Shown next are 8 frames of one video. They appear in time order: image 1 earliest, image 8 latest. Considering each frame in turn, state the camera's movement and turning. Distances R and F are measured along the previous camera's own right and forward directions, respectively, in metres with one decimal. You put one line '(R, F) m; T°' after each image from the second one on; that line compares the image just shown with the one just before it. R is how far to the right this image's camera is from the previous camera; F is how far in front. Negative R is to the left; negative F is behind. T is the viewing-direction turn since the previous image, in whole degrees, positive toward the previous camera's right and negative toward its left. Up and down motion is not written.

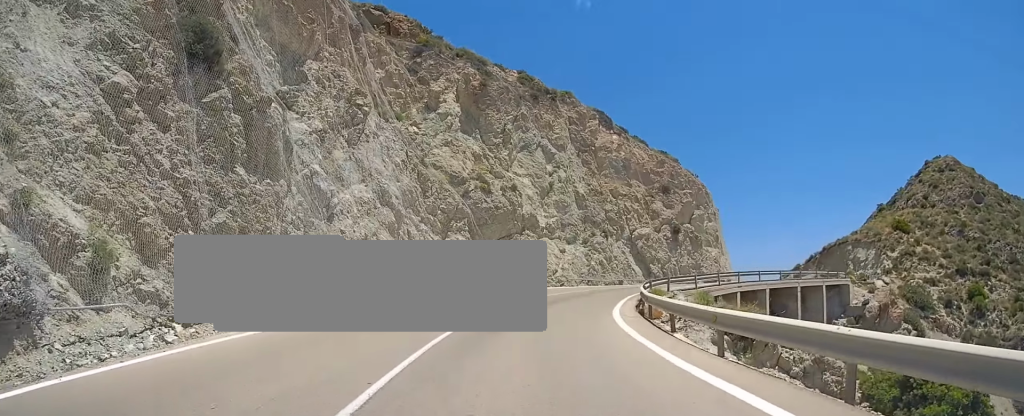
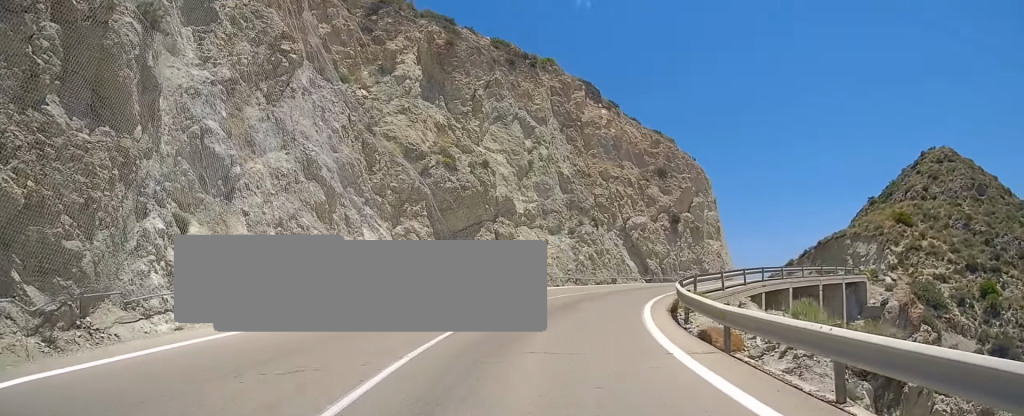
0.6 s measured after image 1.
(0.0, +8.4) m; +4°
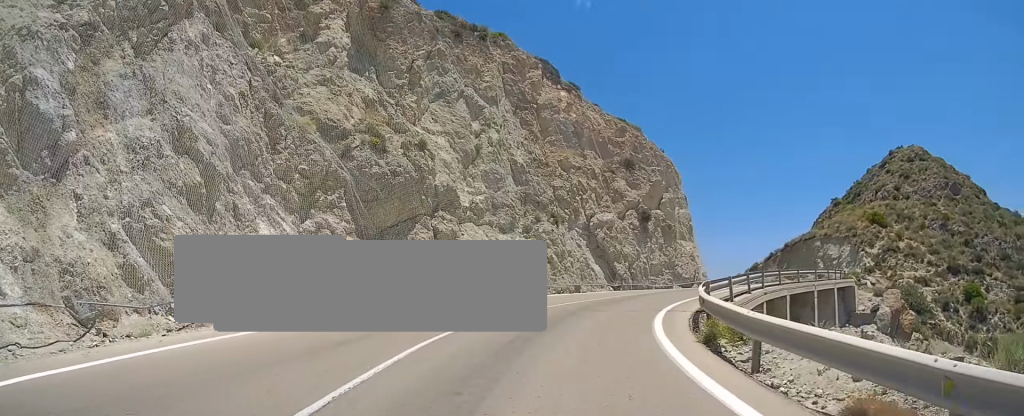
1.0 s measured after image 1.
(-0.1, +6.7) m; +4°
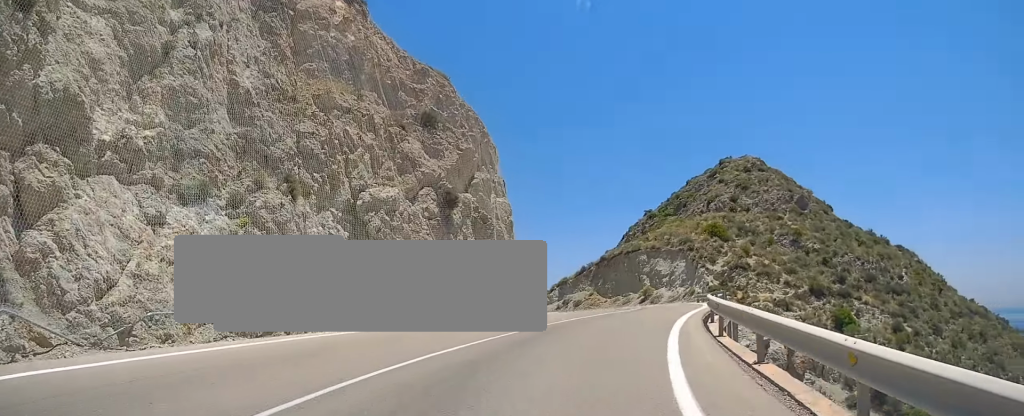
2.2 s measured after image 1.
(+2.3, +15.9) m; +15°
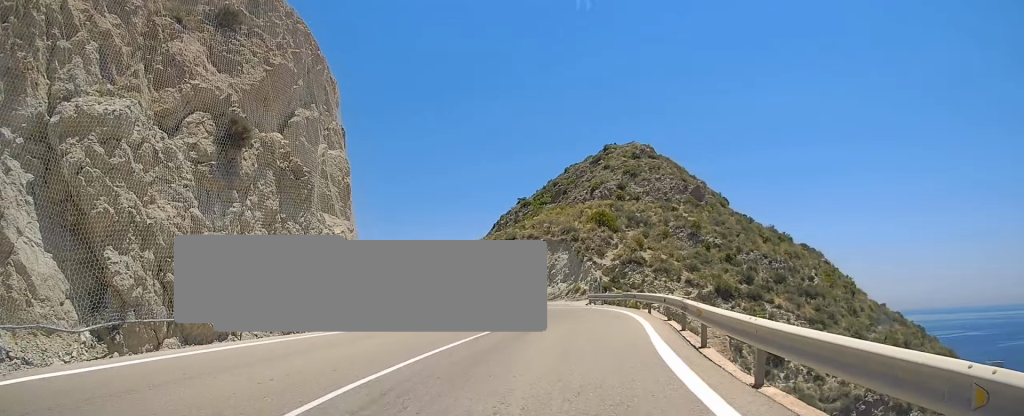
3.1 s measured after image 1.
(+0.8, +10.2) m; +10°
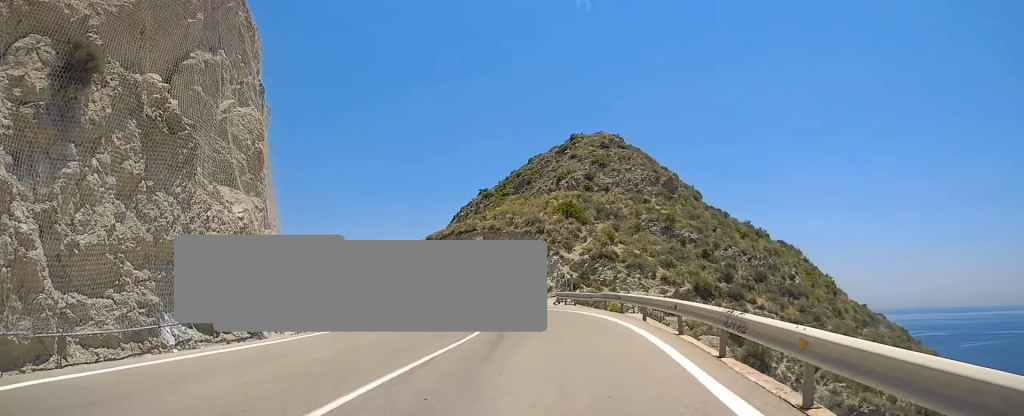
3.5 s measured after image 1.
(+0.4, +5.2) m; +4°
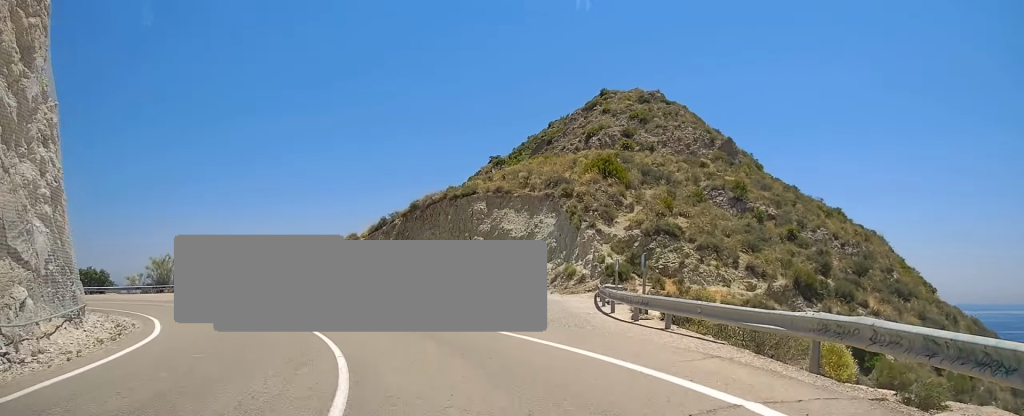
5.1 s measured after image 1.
(+1.3, +18.2) m; +2°
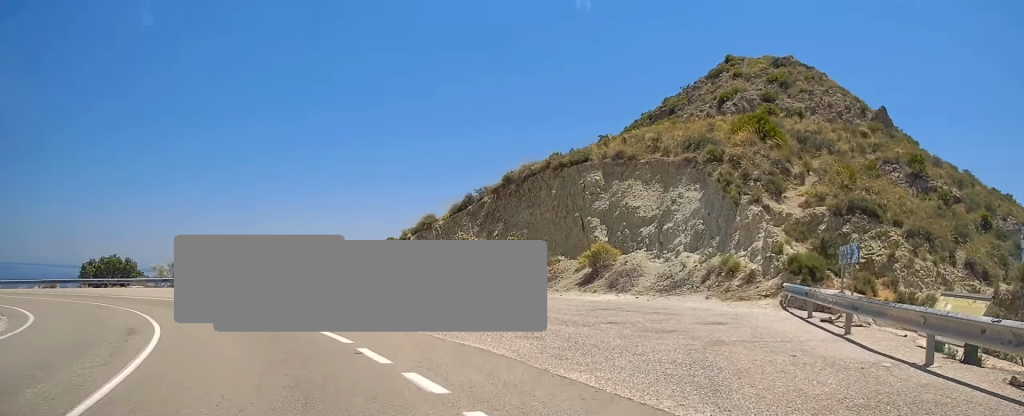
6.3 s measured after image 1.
(-0.6, +11.7) m; -7°
